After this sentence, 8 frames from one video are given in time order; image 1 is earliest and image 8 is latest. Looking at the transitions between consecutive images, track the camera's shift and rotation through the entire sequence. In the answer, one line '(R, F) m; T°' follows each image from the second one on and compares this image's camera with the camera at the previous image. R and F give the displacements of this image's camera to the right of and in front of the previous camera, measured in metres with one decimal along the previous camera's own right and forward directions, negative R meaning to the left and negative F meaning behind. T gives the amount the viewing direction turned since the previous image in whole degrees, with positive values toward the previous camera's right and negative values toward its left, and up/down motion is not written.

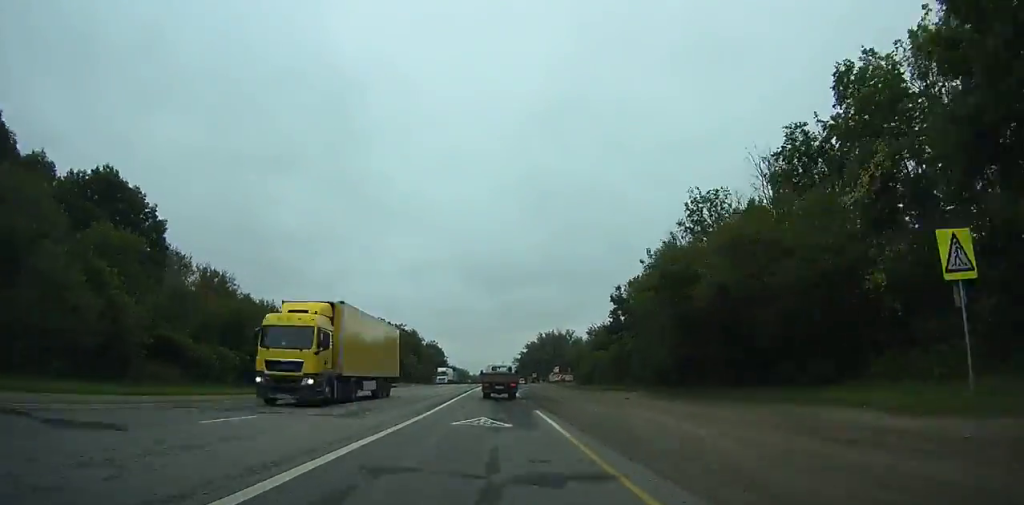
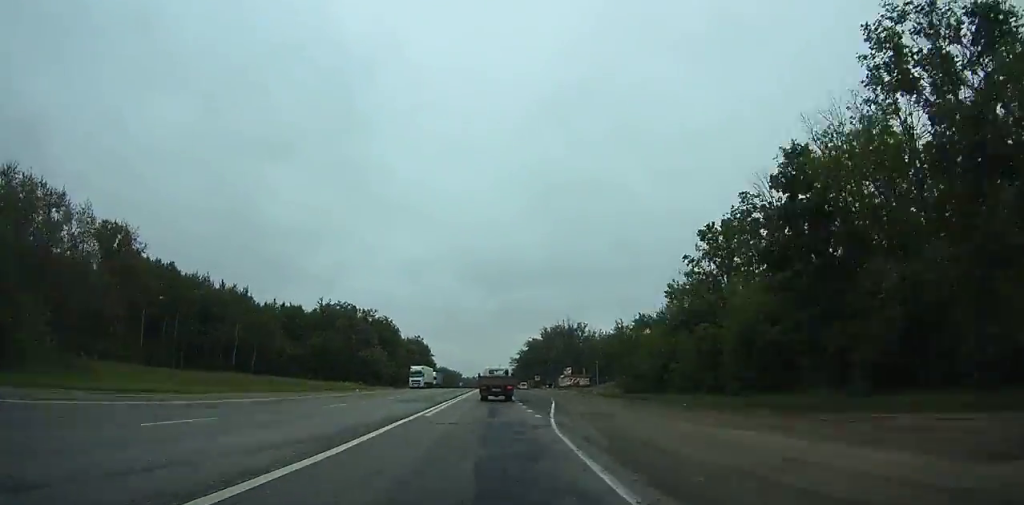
(0.0, +37.8) m; 0°
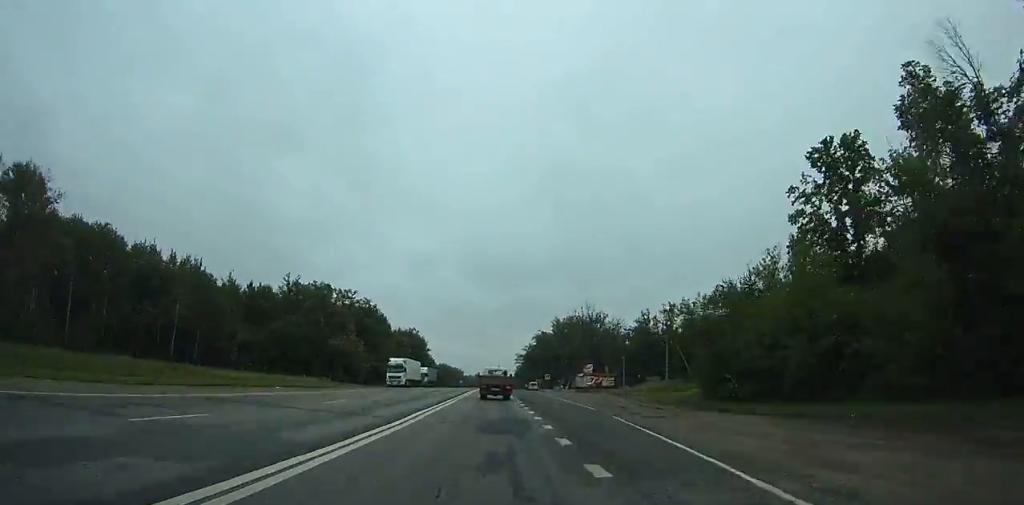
(+0.1, +24.6) m; 0°
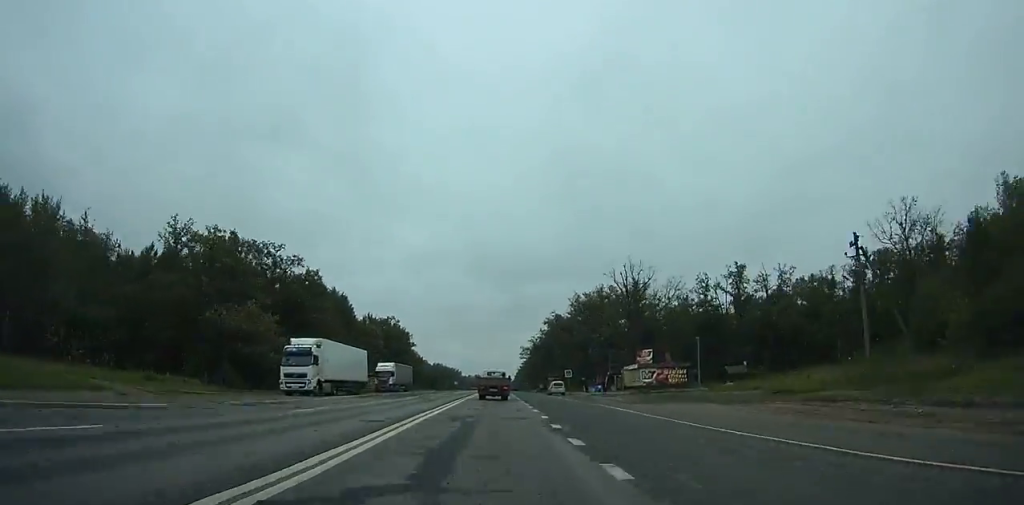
(0.0, +40.1) m; 0°
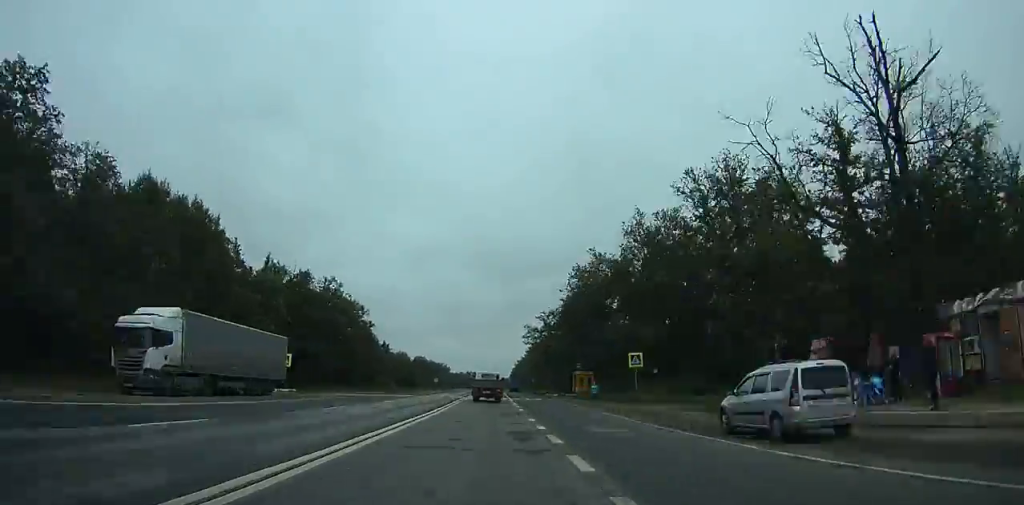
(0.0, +54.1) m; 0°
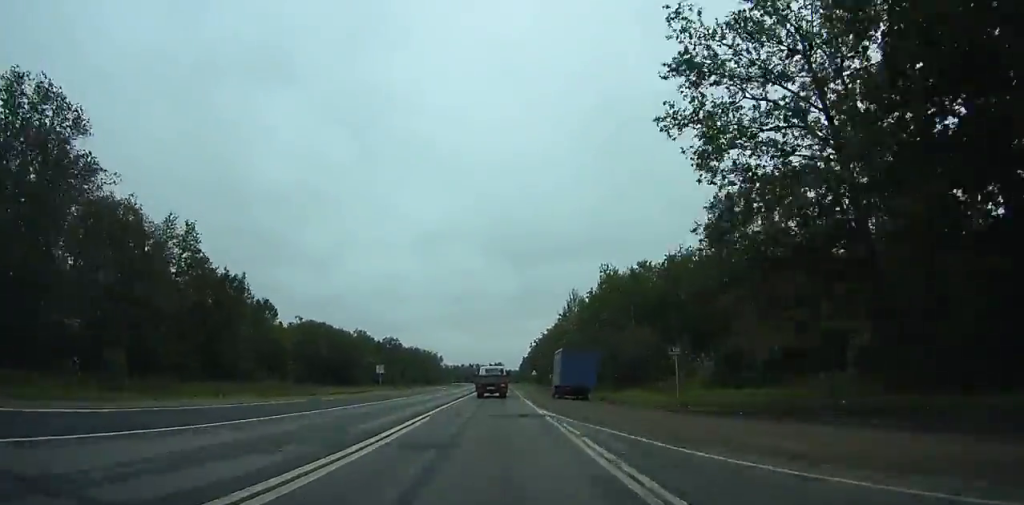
(+0.4, +94.9) m; 0°
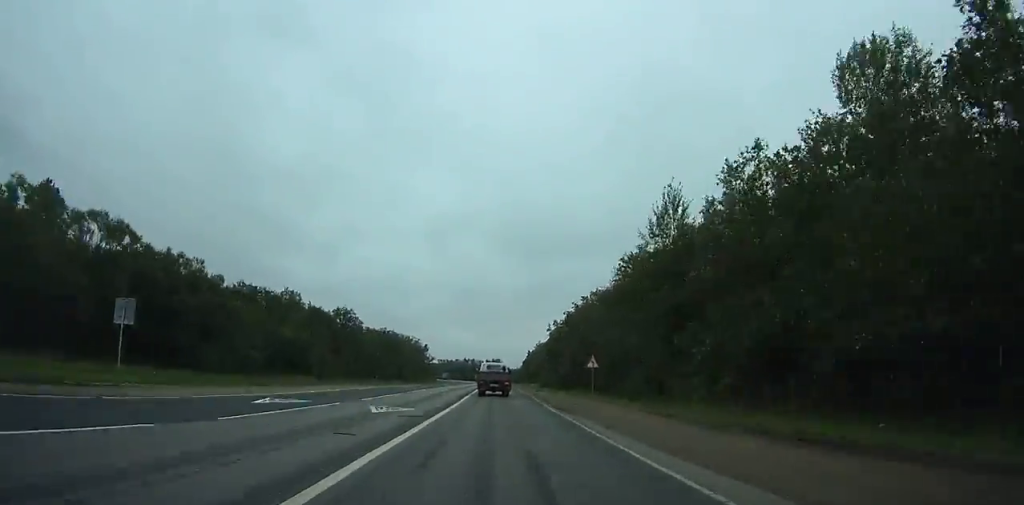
(-0.1, +64.2) m; 0°
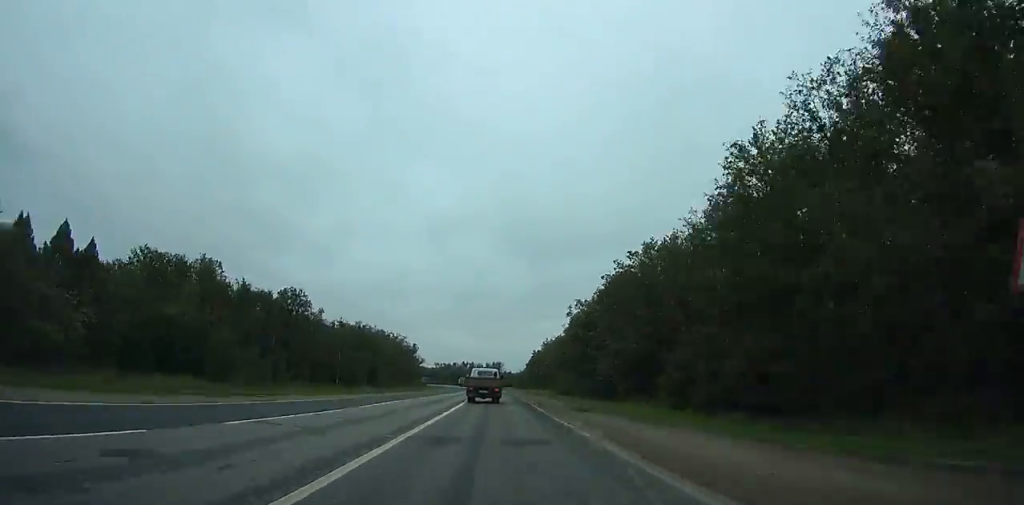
(+0.2, +36.4) m; 0°
